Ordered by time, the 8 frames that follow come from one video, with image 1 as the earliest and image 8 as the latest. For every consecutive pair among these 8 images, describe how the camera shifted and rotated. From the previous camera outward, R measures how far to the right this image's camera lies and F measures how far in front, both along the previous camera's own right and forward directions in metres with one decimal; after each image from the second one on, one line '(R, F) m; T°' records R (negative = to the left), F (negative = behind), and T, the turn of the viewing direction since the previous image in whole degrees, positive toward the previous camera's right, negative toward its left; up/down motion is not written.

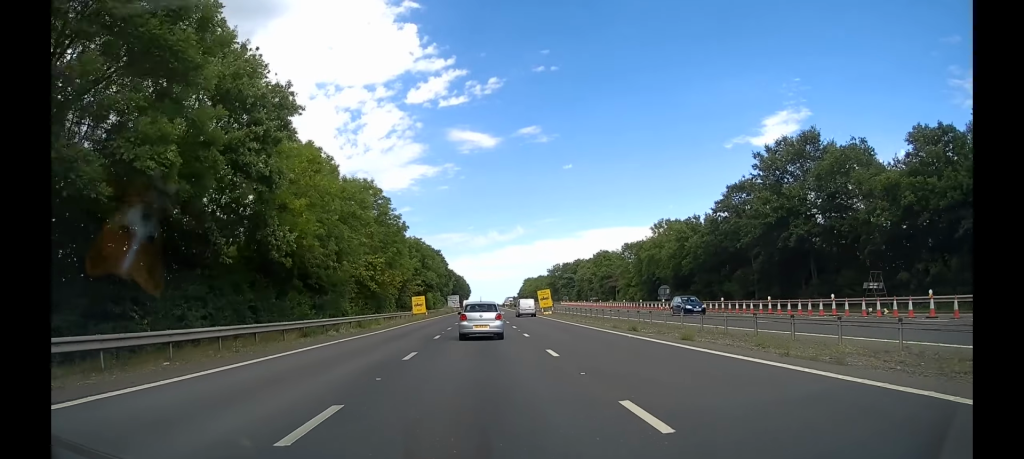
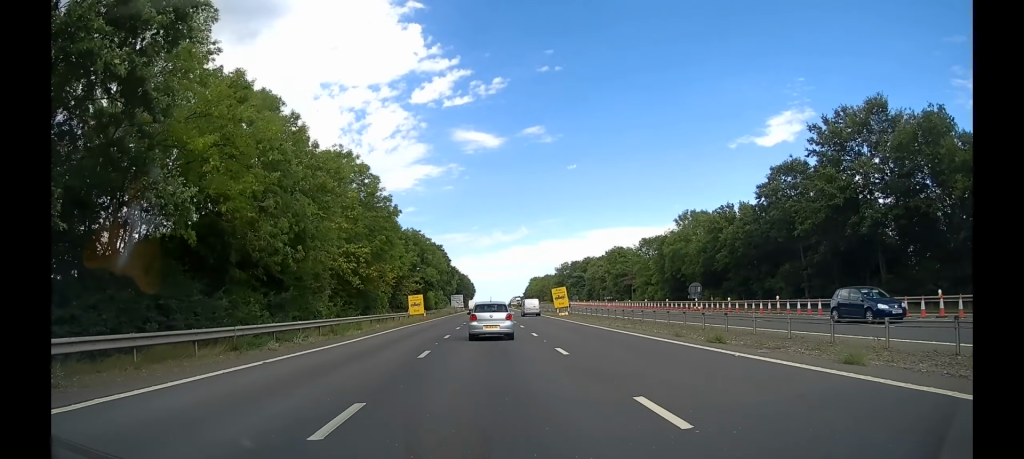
(-0.2, +8.8) m; -1°
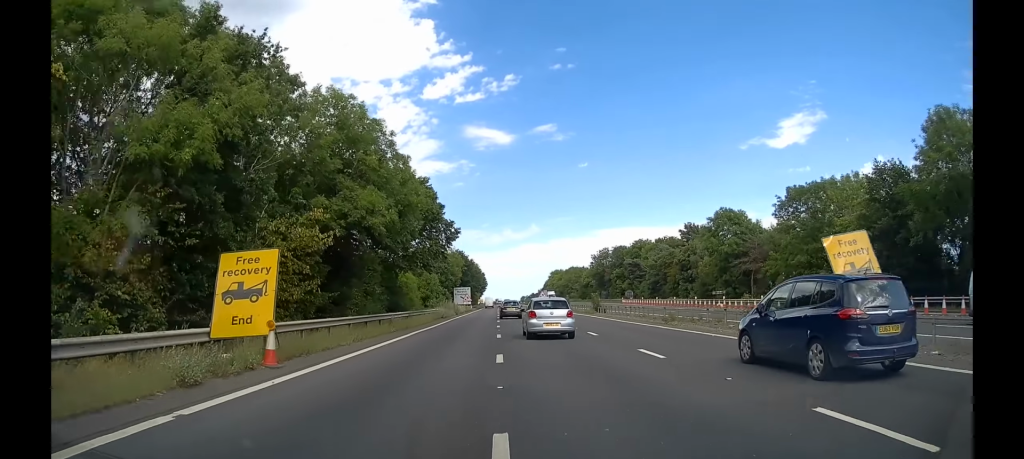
(-0.2, +47.5) m; 0°
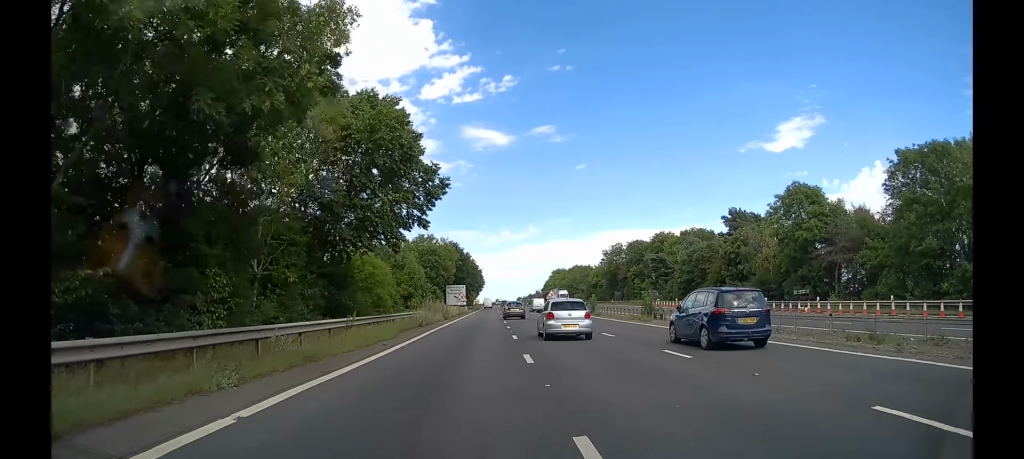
(-0.1, +18.0) m; 0°
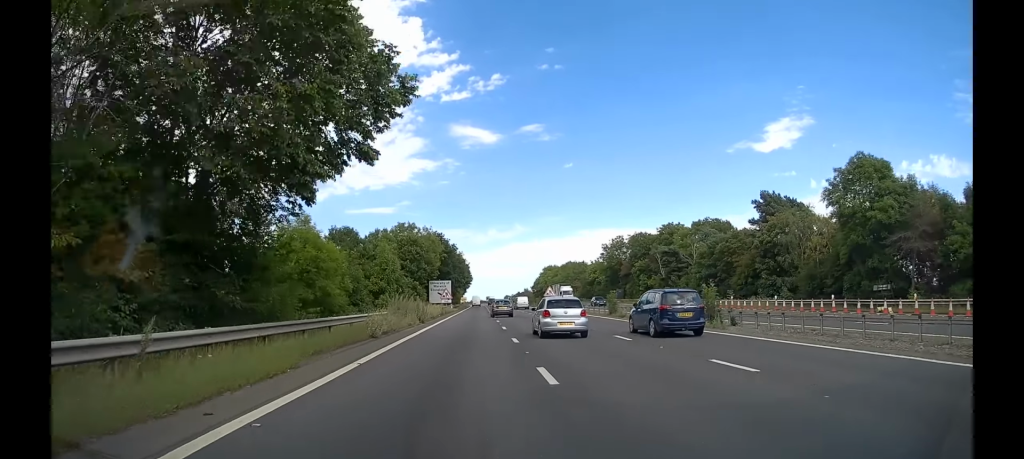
(0.0, +12.3) m; 0°
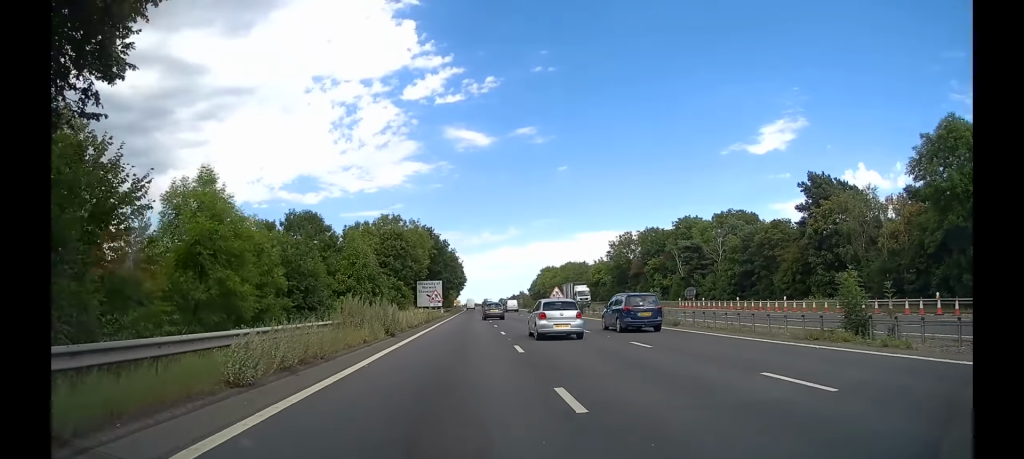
(+0.1, +11.5) m; +1°
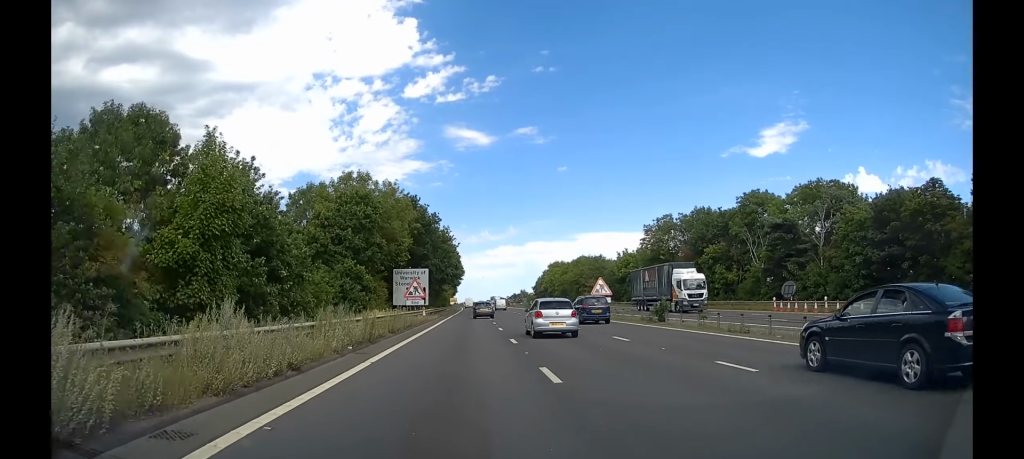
(+0.2, +24.4) m; 0°
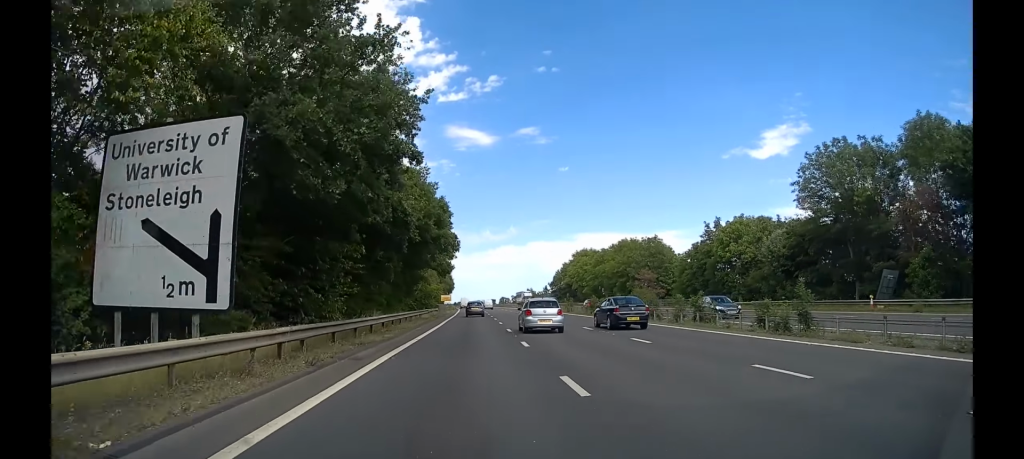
(+0.1, +47.0) m; 0°
